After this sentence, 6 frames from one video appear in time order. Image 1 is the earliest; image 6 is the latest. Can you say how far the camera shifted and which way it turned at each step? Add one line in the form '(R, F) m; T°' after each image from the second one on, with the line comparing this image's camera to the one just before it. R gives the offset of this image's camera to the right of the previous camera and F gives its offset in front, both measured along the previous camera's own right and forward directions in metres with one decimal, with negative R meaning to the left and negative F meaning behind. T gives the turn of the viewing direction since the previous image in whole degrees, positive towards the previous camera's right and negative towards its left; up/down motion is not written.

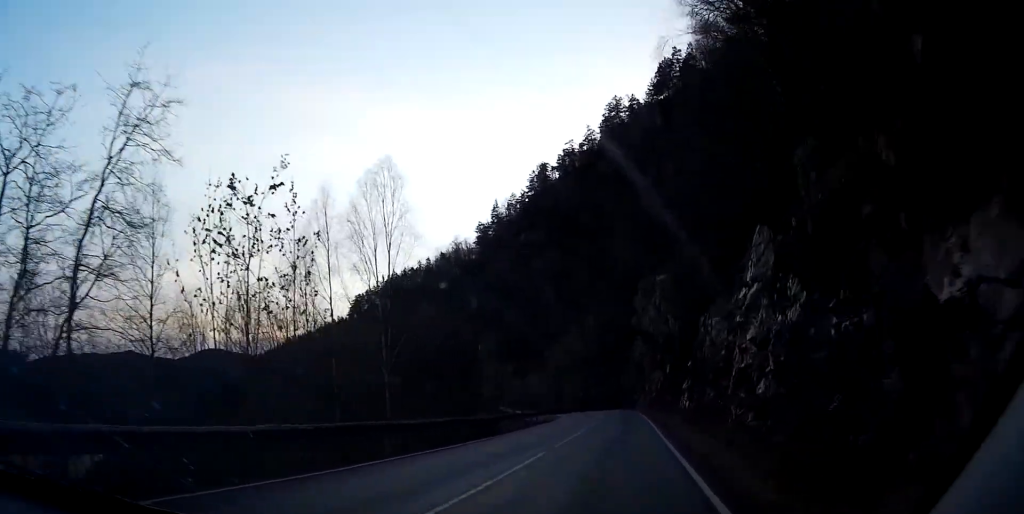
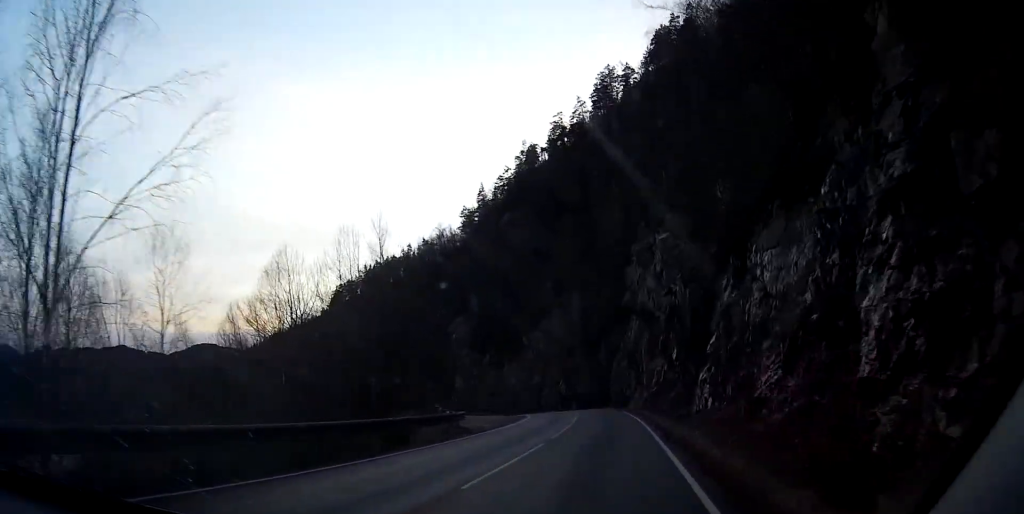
(+0.4, +21.2) m; -1°
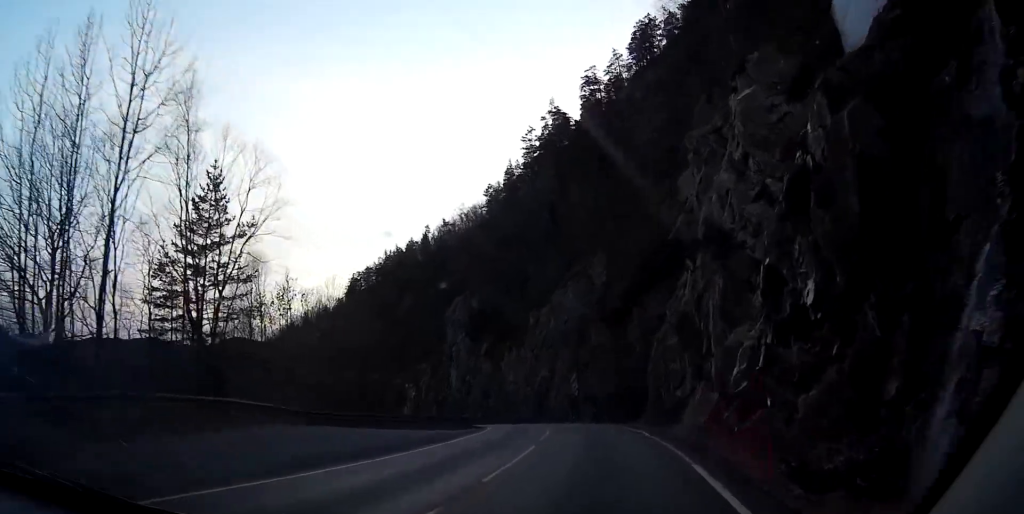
(-2.7, +34.1) m; -9°
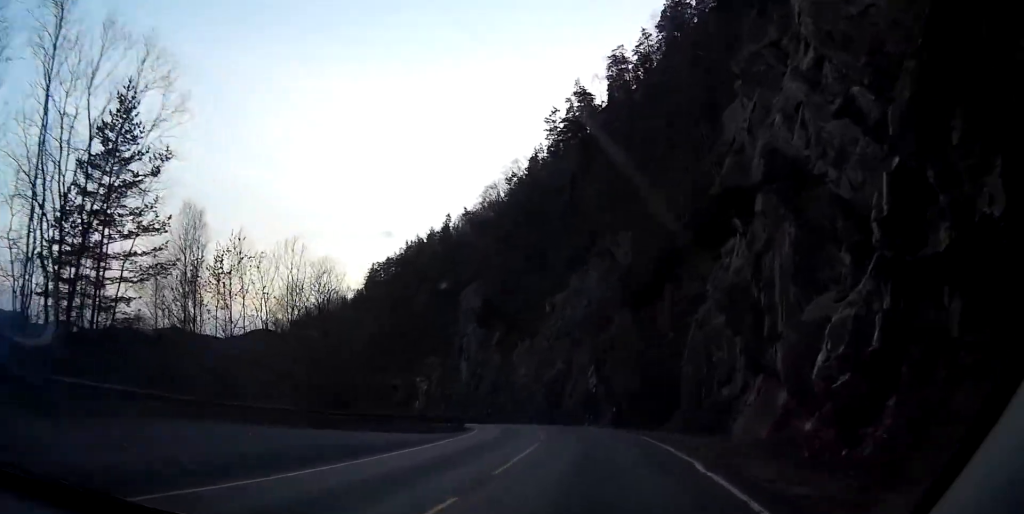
(-0.2, +10.9) m; -3°
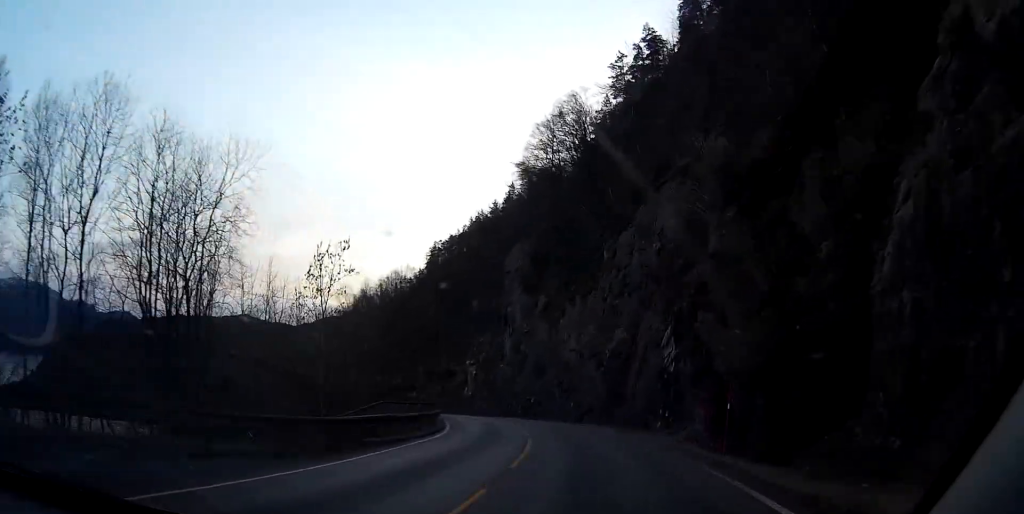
(-1.4, +23.4) m; -6°
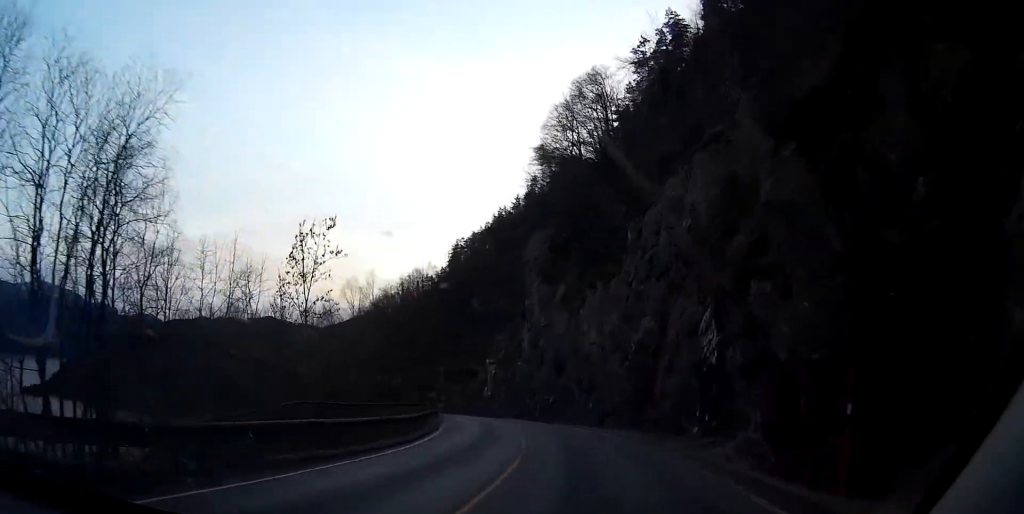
(0.0, +6.6) m; -2°
